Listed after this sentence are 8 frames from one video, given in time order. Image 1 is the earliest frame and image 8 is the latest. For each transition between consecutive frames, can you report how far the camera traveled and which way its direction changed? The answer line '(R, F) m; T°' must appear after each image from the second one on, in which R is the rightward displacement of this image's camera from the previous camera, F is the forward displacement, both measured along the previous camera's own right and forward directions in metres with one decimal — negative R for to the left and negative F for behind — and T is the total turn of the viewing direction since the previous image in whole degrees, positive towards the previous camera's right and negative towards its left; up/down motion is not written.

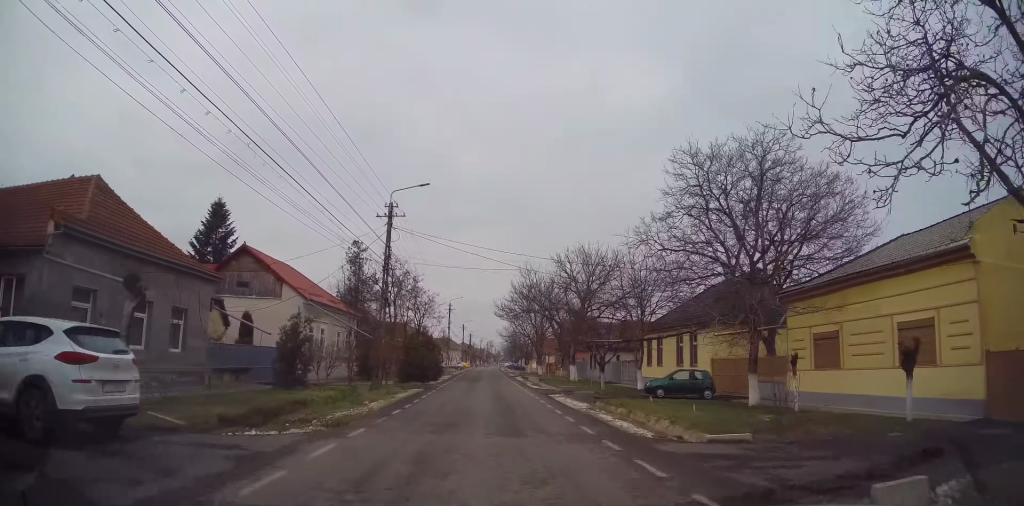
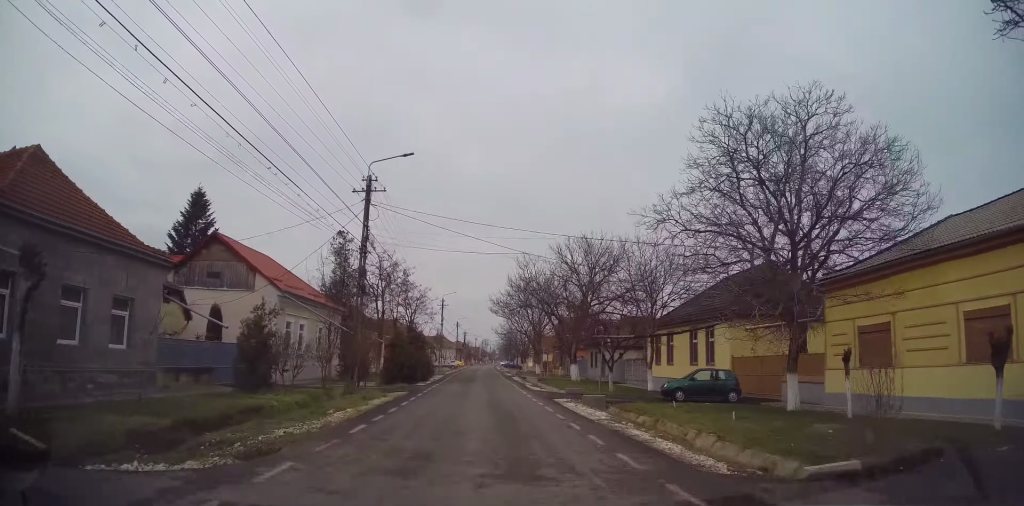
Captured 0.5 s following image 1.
(0.0, +3.2) m; +2°
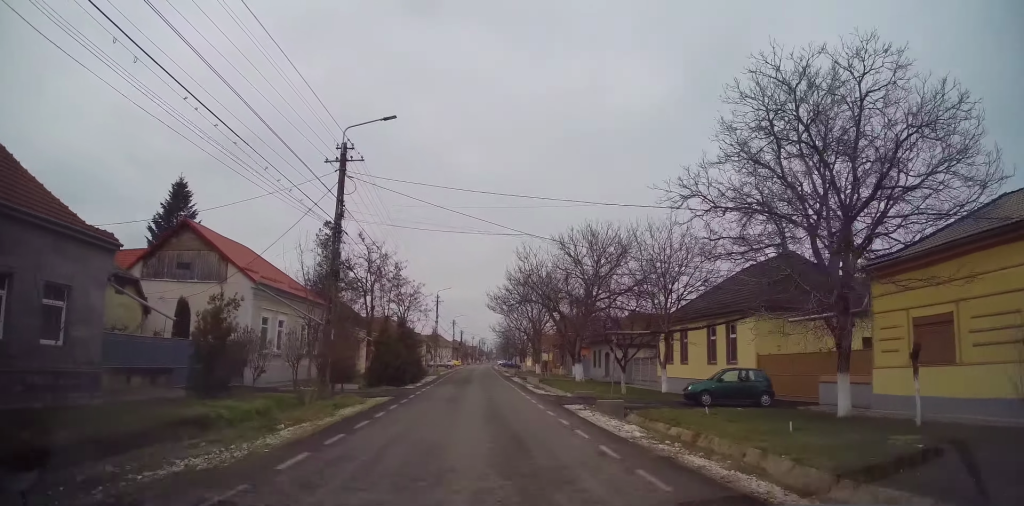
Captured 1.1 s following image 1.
(+0.3, +3.2) m; 0°
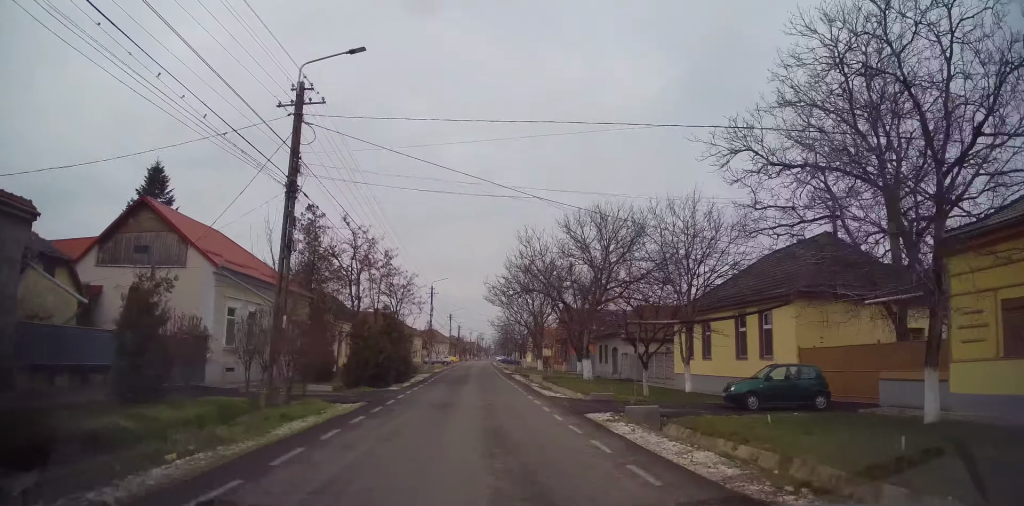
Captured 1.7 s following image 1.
(0.0, +3.8) m; -1°
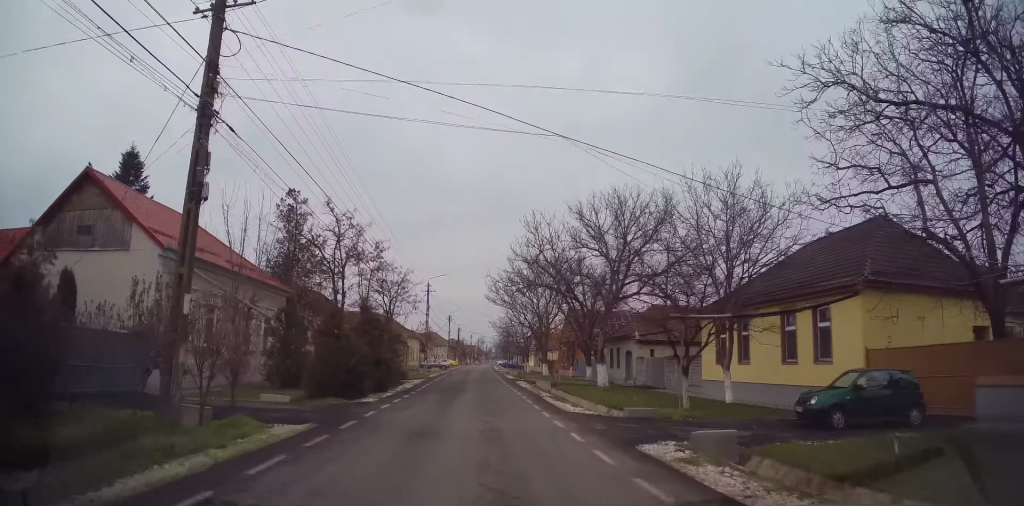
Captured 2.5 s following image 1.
(-0.3, +4.4) m; -2°
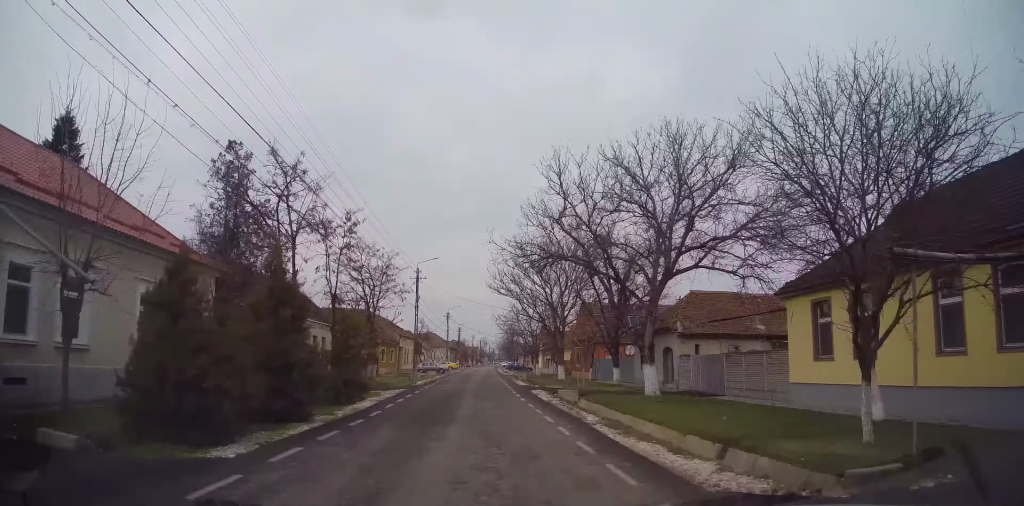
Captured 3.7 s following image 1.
(+0.3, +8.6) m; +2°
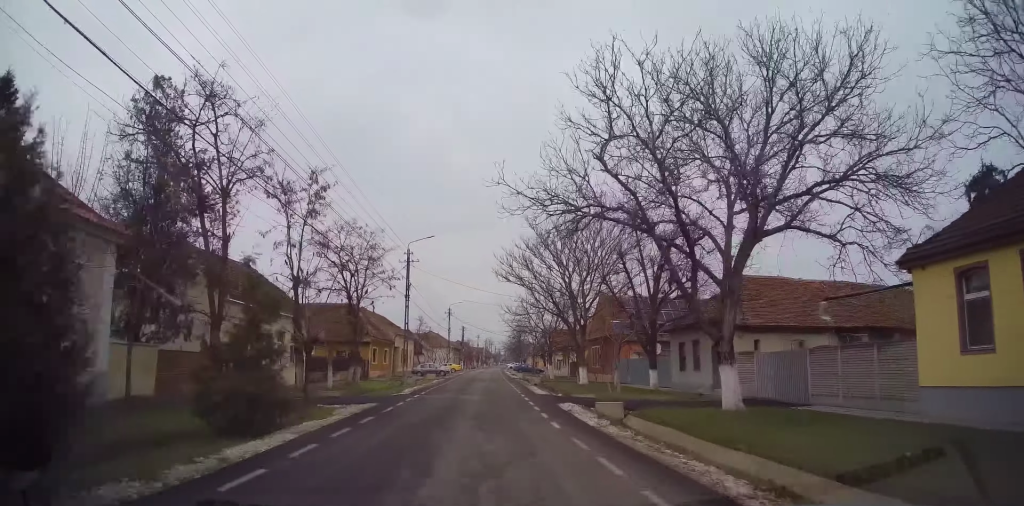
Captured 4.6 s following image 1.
(+0.1, +6.6) m; -1°
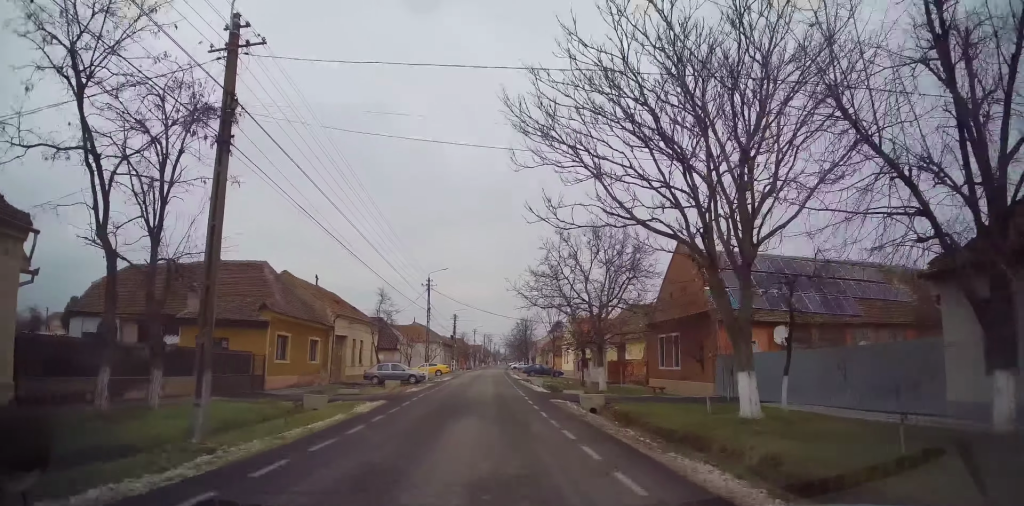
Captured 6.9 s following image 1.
(-0.5, +21.3) m; -2°
